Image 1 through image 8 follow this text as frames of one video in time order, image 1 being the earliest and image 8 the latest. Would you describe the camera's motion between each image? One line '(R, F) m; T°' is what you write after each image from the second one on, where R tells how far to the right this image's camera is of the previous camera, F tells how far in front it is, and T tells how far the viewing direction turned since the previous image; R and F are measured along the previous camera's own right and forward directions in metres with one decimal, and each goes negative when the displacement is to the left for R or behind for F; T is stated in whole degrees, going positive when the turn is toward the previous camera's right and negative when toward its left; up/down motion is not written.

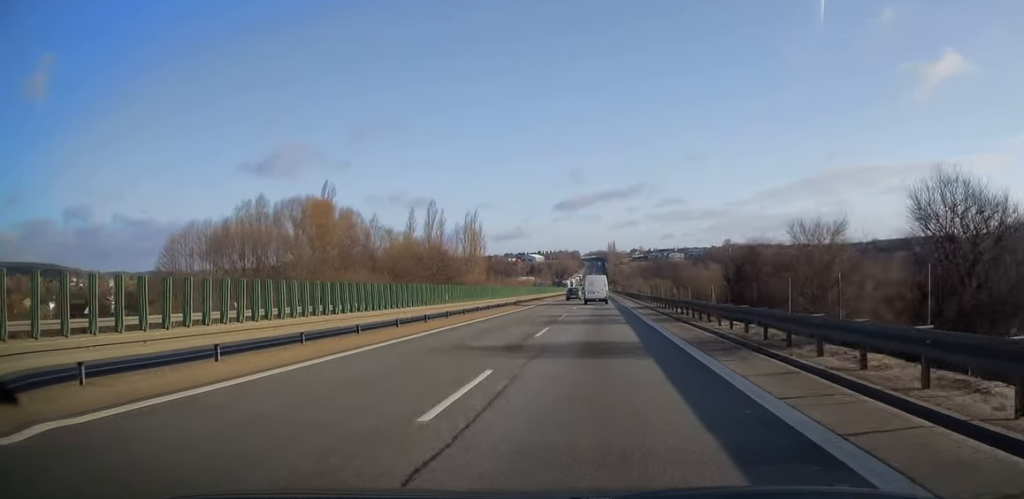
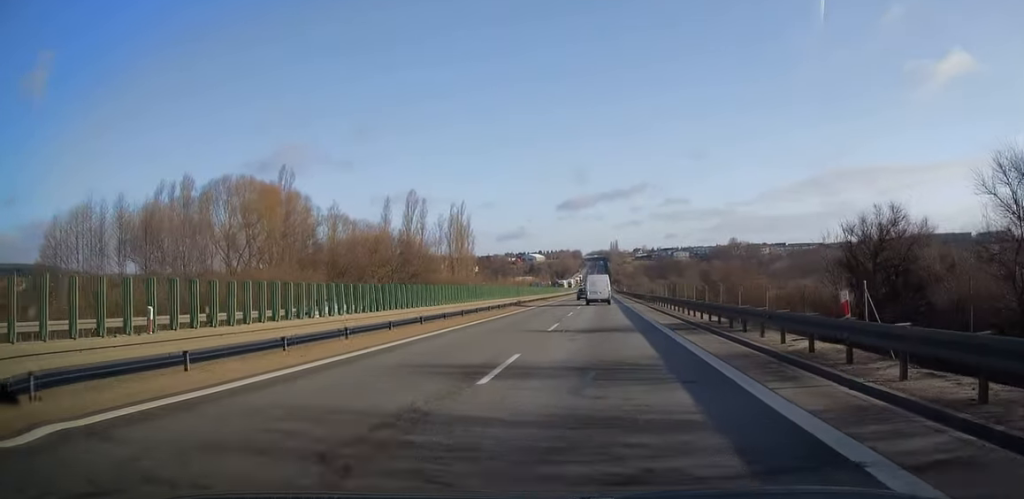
(0.0, +21.2) m; 0°
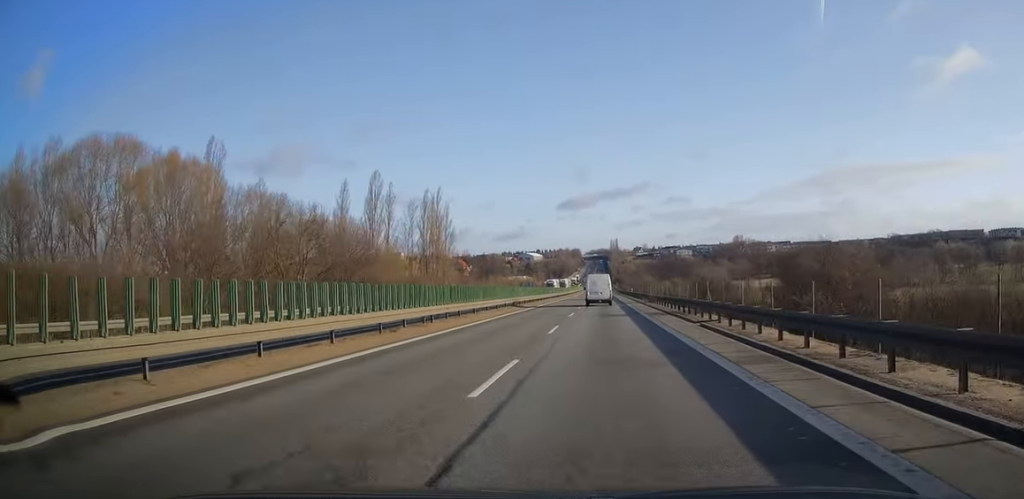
(0.0, +25.3) m; 0°
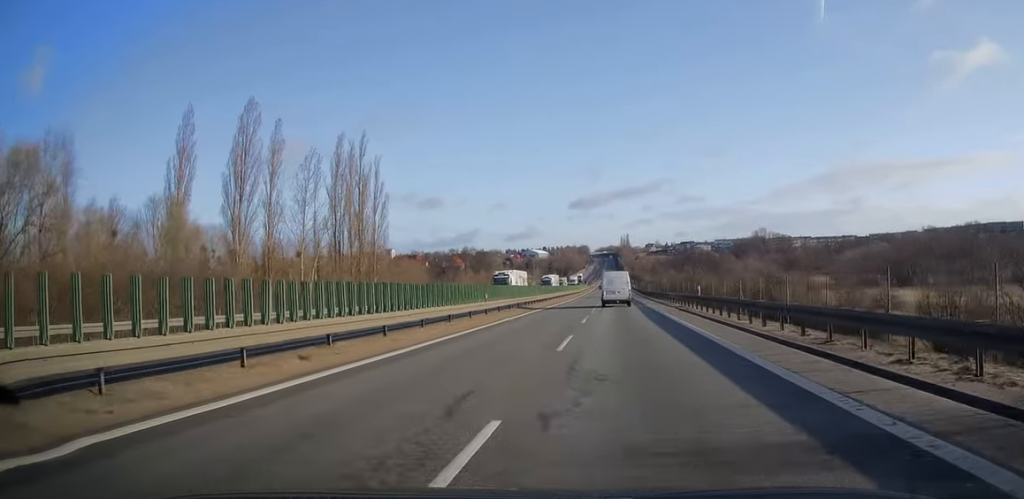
(-0.3, +53.8) m; -1°
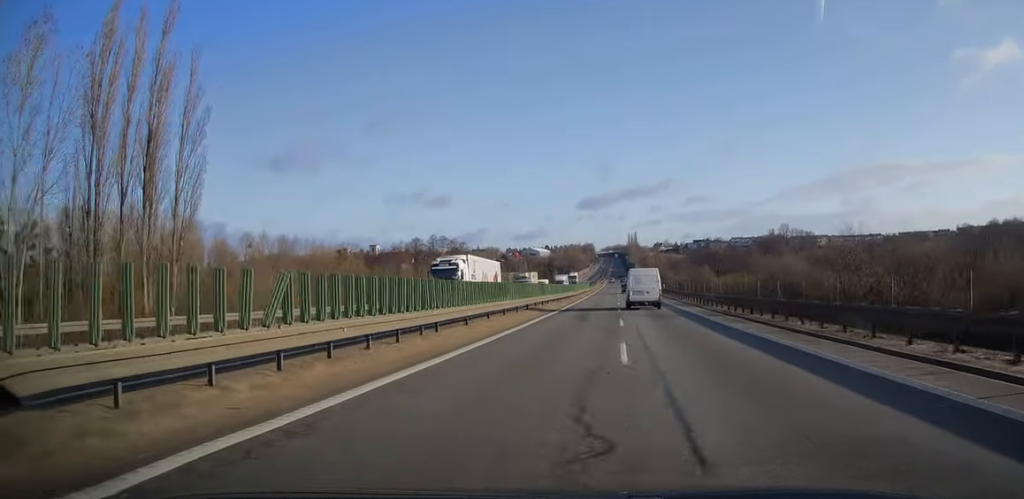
(-0.3, +50.9) m; -1°
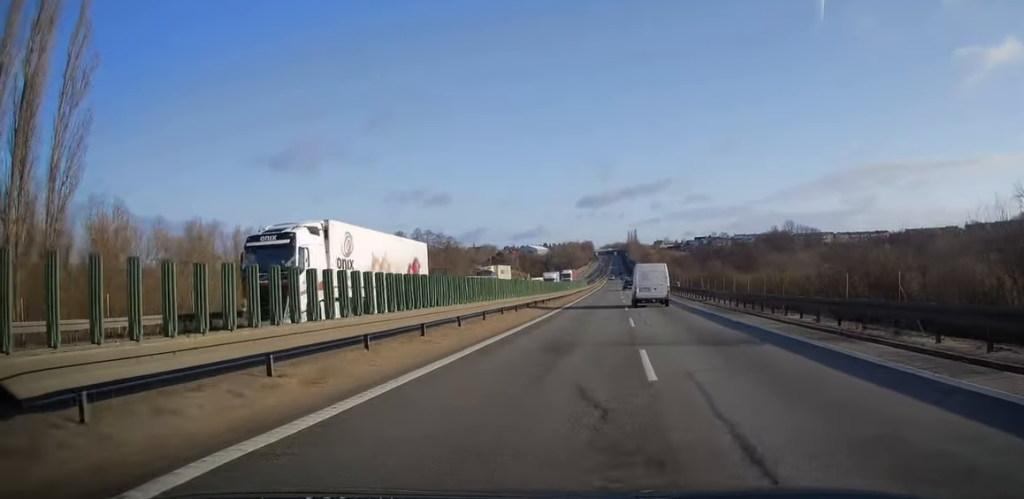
(0.0, +14.5) m; 0°
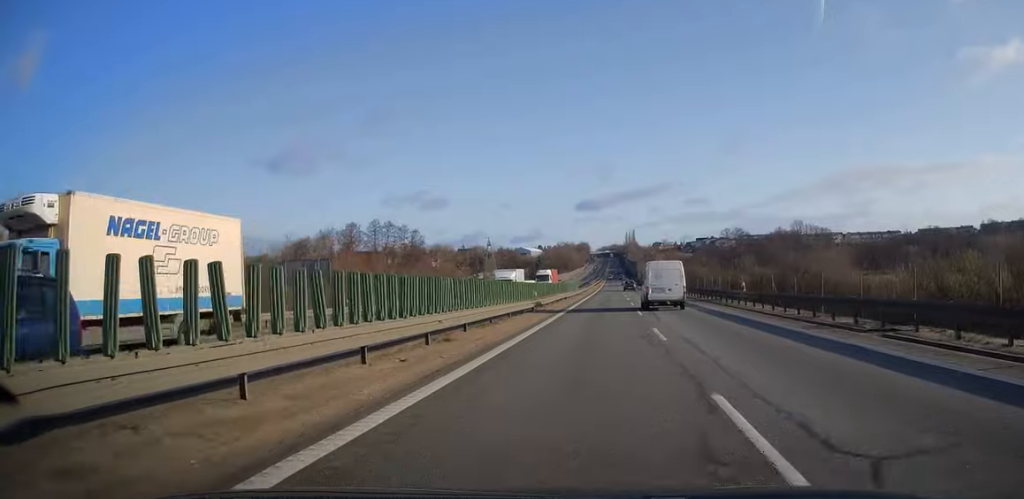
(0.0, +29.6) m; 0°
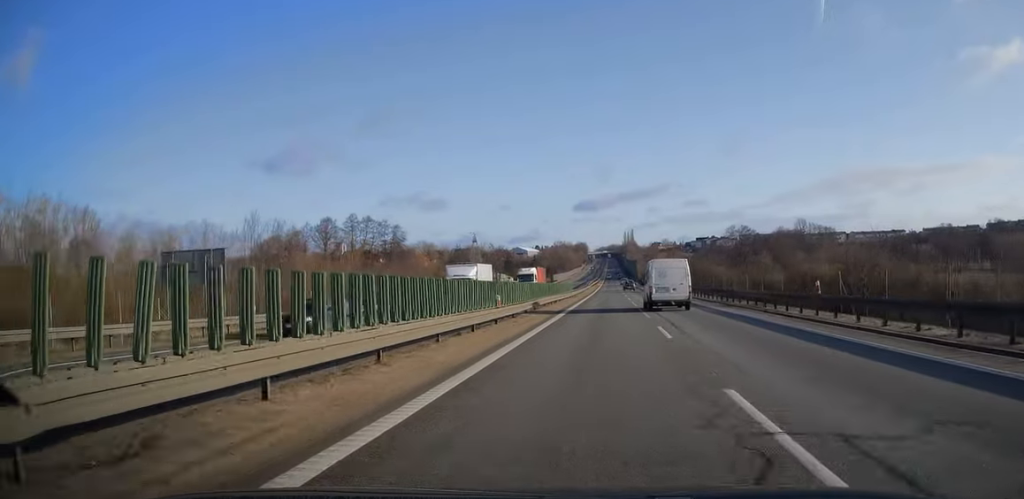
(0.0, +11.8) m; 0°
